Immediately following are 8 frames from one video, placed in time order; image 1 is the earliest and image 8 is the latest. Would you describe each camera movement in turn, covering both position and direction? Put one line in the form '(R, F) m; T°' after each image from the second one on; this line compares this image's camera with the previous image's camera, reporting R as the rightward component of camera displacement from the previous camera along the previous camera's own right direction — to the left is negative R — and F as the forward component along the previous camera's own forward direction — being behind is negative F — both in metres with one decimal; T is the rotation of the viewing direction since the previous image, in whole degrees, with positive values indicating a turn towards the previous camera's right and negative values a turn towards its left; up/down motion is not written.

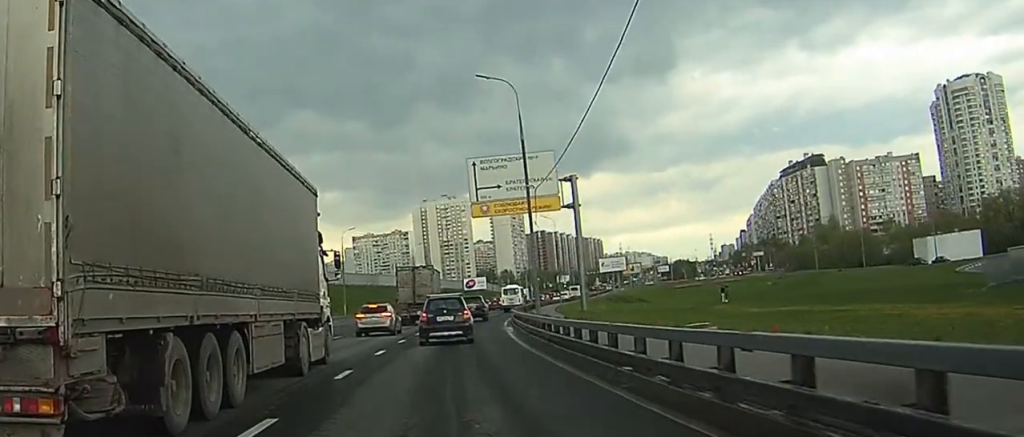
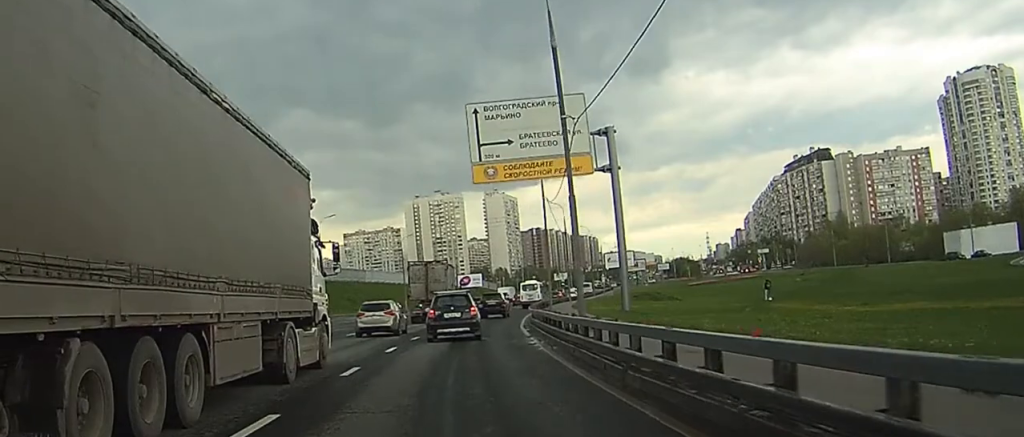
(0.0, +15.4) m; 0°
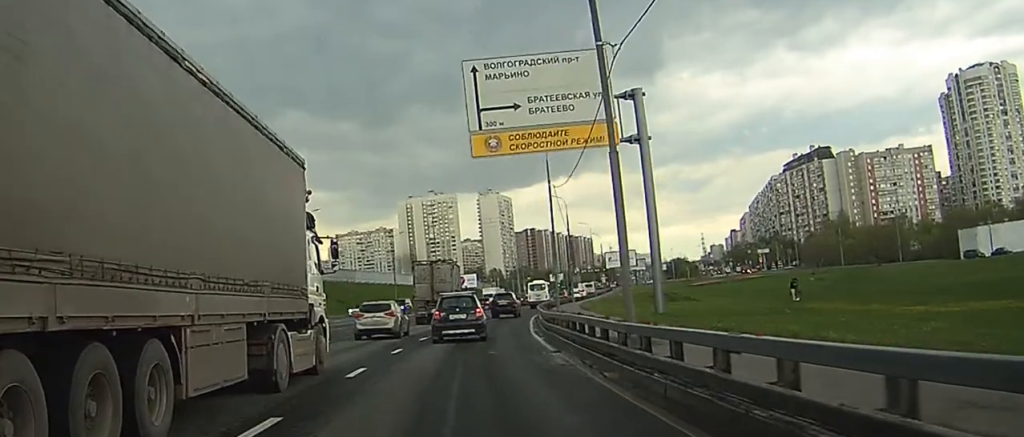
(0.0, +7.9) m; 0°
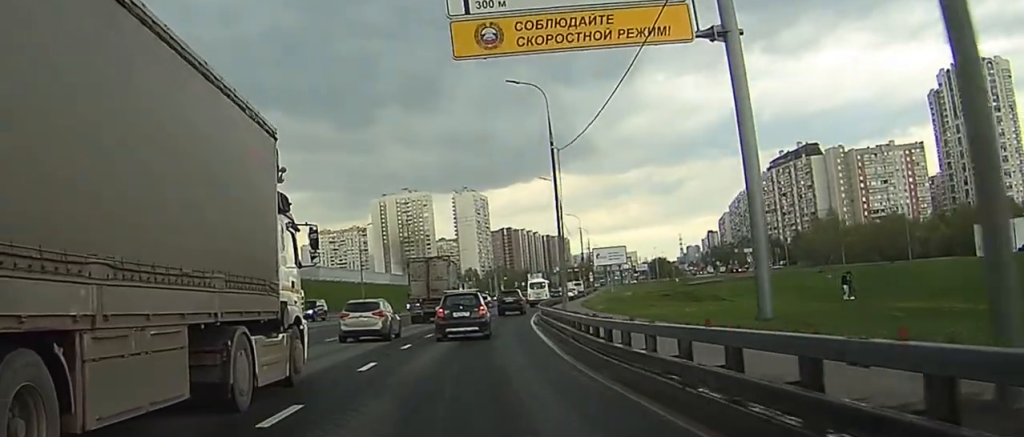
(+0.1, +14.1) m; +2°
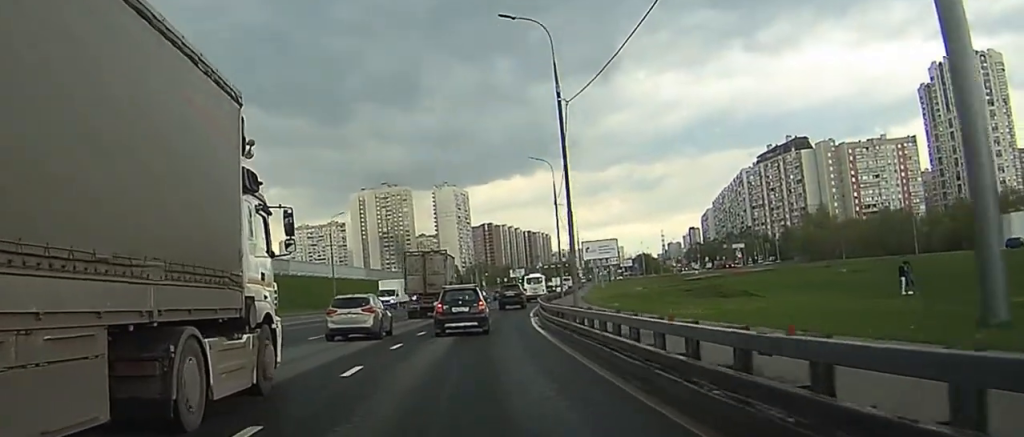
(+0.1, +10.1) m; +1°
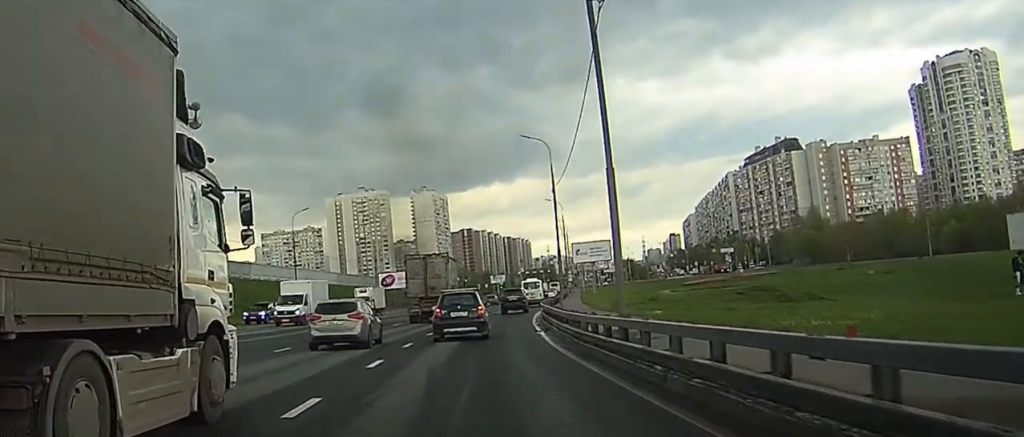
(0.0, +12.4) m; +1°
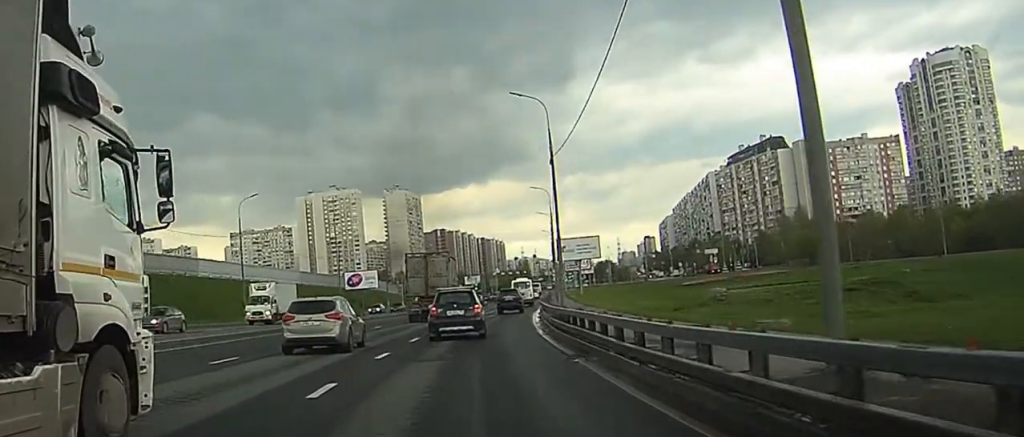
(+0.1, +13.4) m; +1°
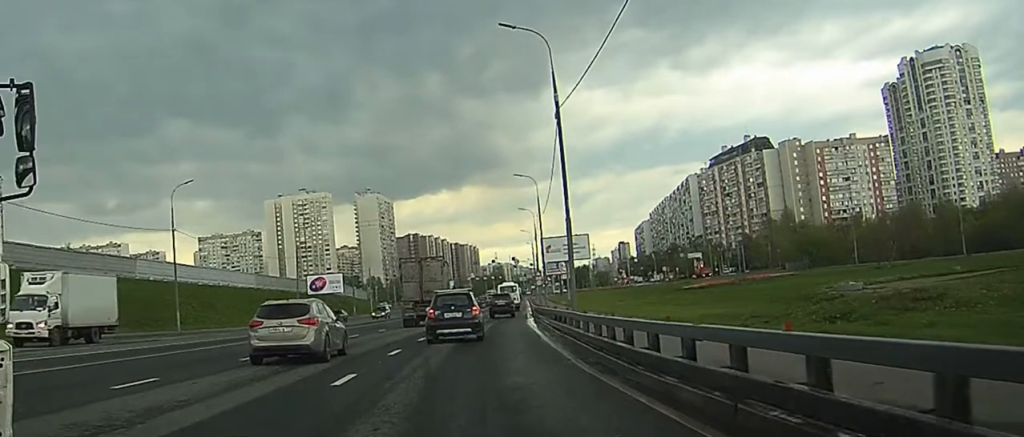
(0.0, +13.5) m; +1°
